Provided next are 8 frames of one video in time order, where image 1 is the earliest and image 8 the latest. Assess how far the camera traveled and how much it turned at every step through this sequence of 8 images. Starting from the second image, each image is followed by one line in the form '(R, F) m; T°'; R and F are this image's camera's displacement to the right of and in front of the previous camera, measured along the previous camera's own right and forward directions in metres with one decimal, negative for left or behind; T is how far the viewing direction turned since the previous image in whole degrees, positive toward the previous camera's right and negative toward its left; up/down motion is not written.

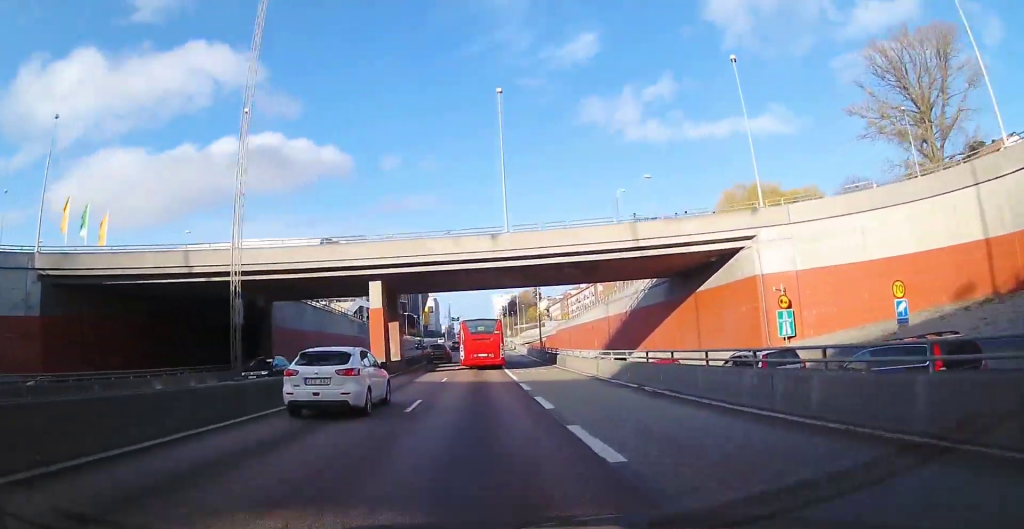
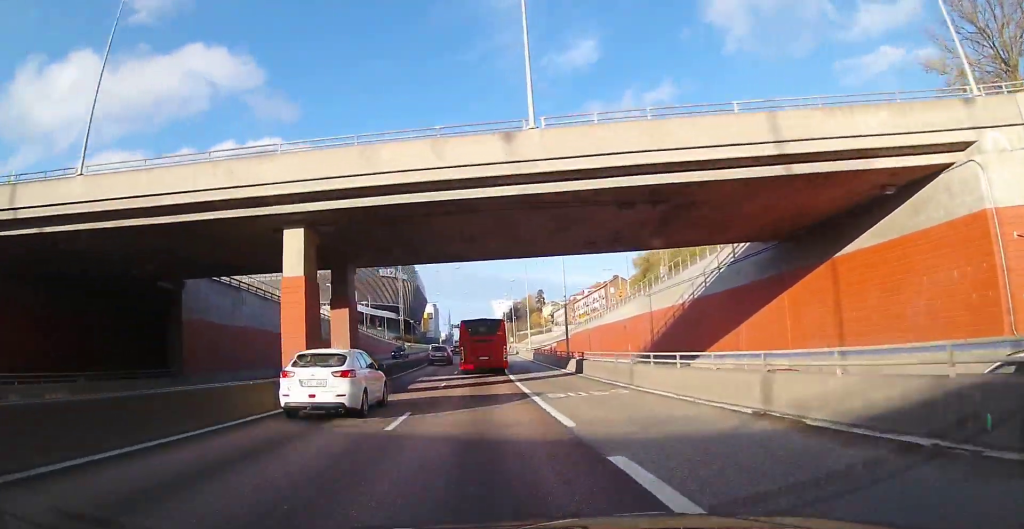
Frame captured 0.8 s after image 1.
(+0.1, +15.3) m; 0°
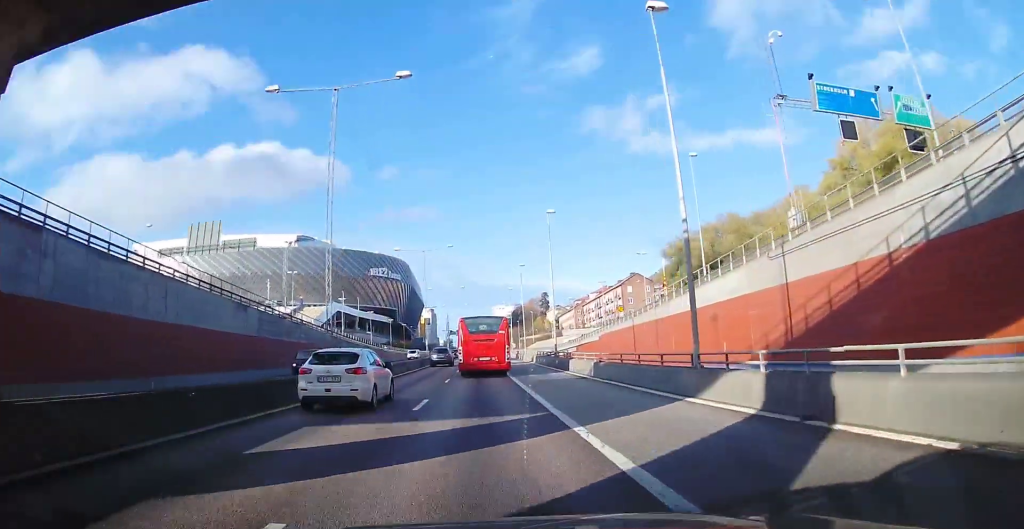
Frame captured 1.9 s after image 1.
(-0.2, +21.0) m; -1°
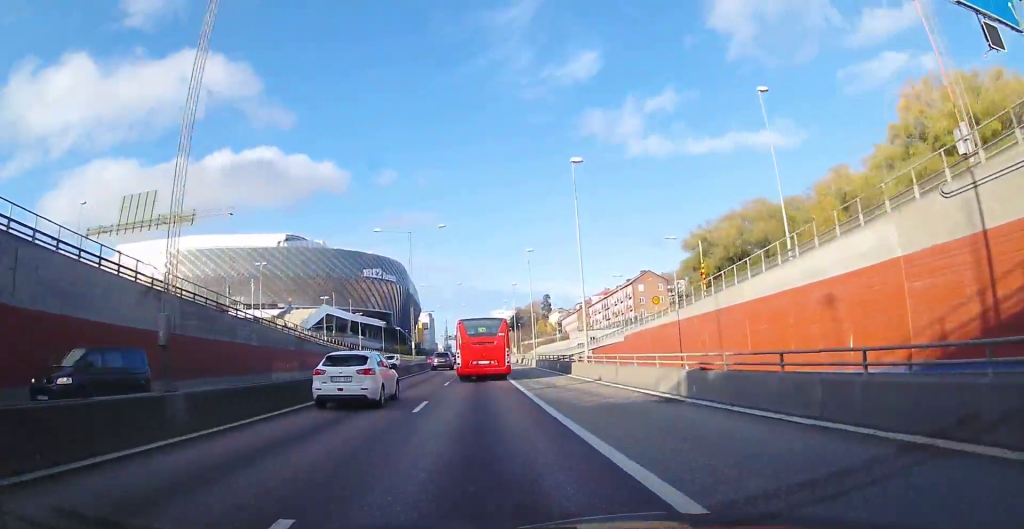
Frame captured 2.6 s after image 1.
(0.0, +11.6) m; 0°
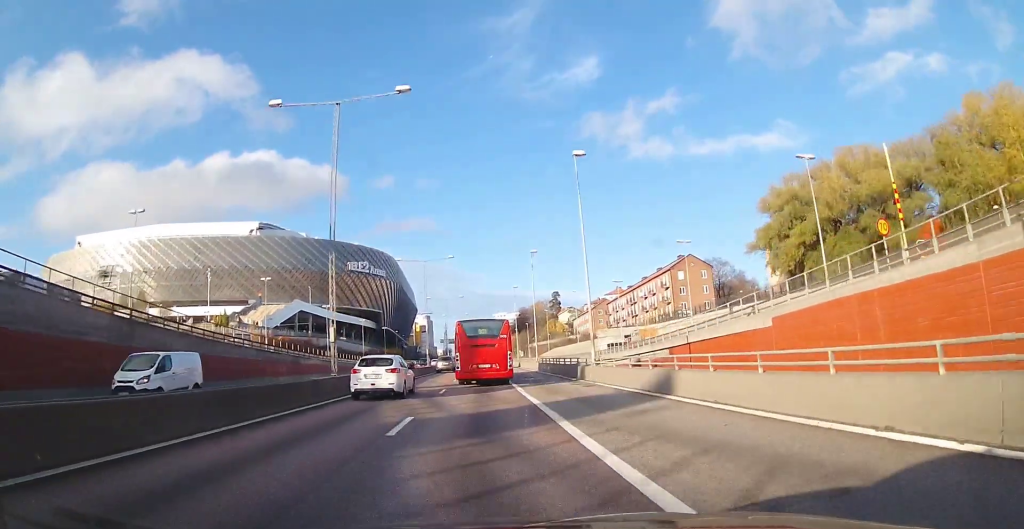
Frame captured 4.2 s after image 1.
(0.0, +27.4) m; -1°
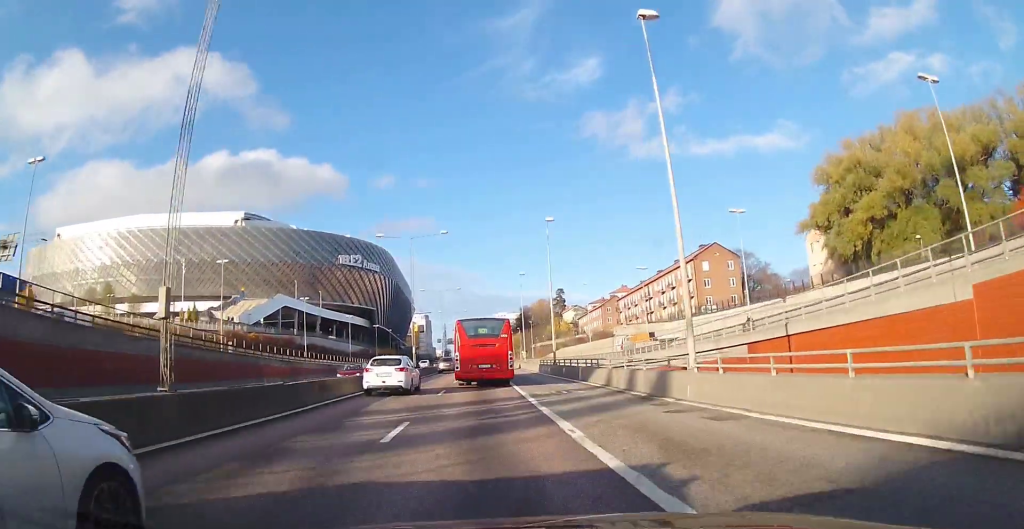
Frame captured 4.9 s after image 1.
(-0.2, +12.4) m; 0°
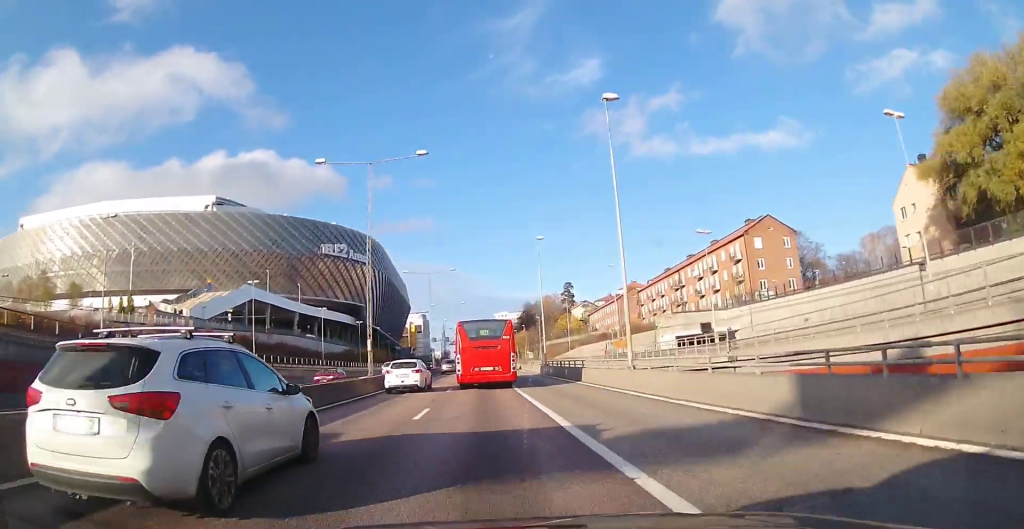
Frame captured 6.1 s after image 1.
(+0.3, +20.0) m; 0°
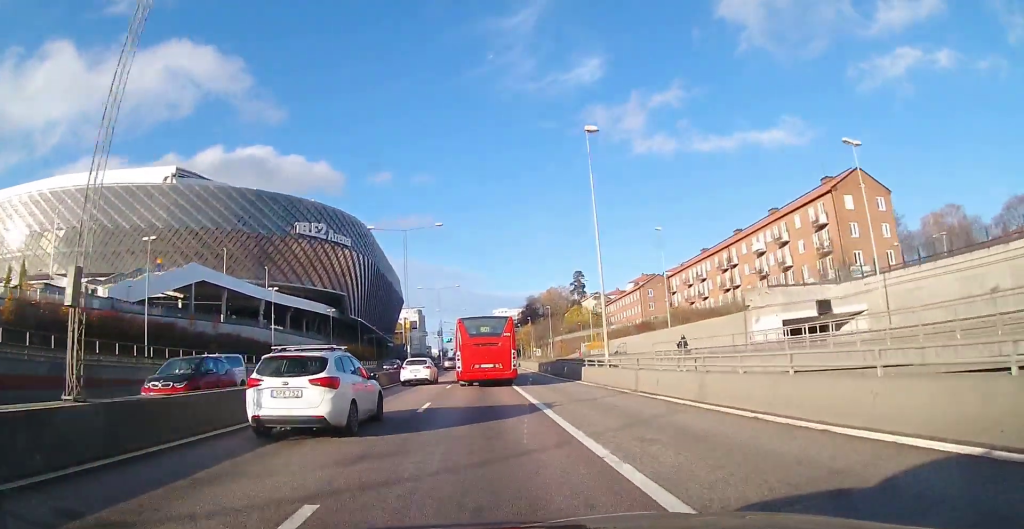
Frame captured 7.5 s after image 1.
(-0.4, +23.1) m; 0°
